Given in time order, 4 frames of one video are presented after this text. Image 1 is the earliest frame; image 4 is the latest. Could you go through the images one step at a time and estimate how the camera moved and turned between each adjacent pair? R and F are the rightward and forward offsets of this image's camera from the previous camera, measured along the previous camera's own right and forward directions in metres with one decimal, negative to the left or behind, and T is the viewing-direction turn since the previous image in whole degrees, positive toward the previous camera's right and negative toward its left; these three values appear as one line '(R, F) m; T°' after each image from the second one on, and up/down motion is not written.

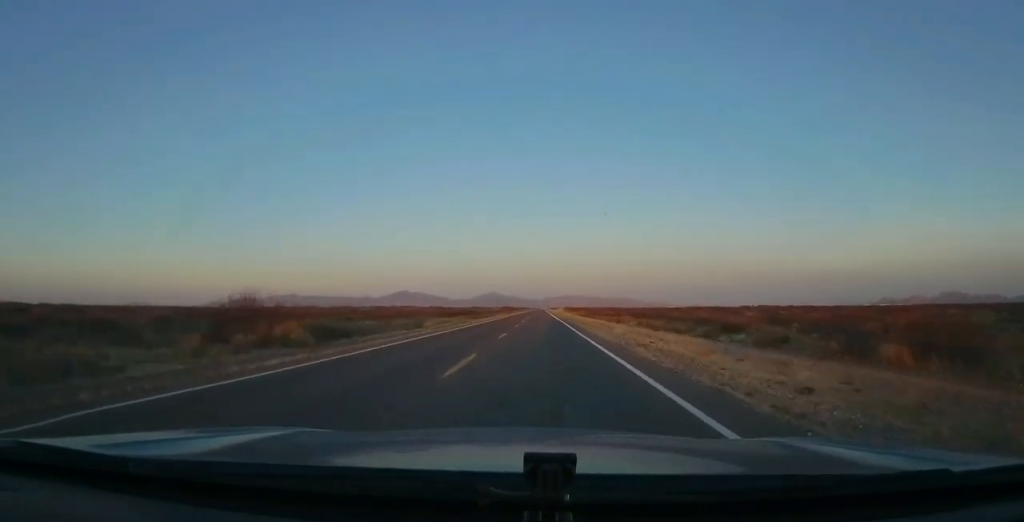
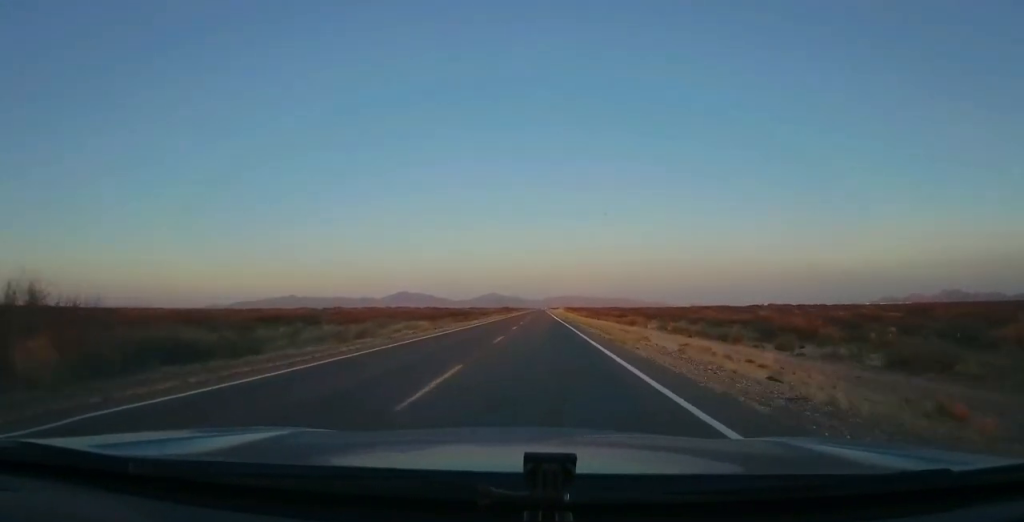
(0.0, +14.7) m; 0°
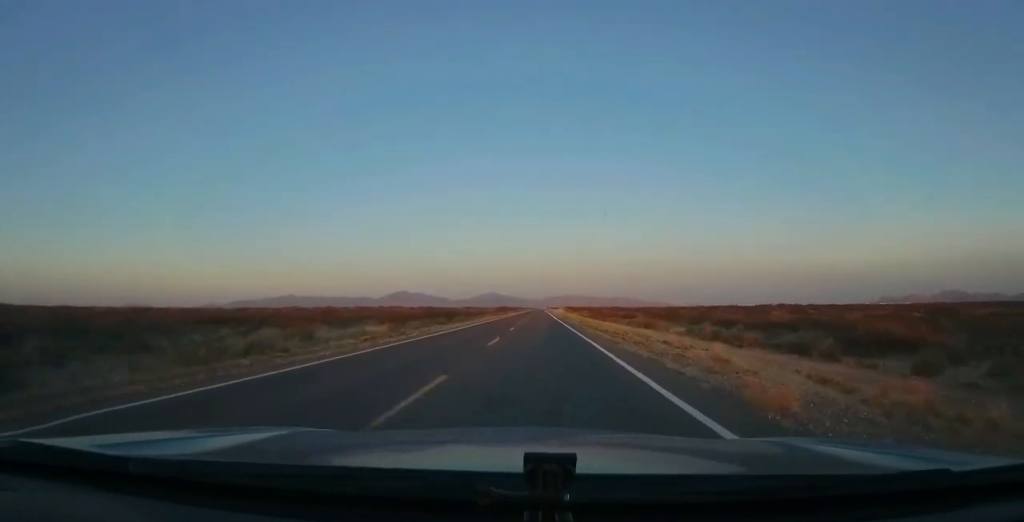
(0.0, +13.7) m; 0°
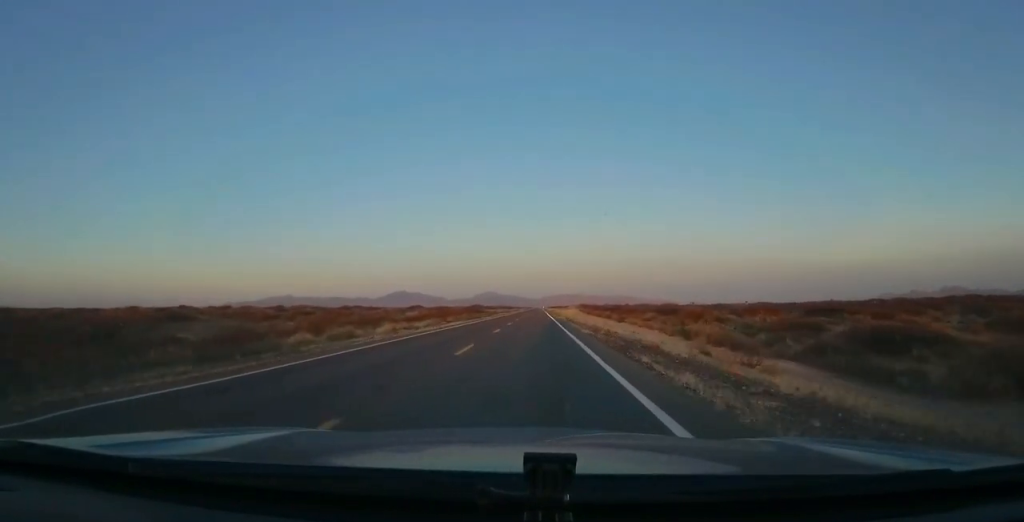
(-0.9, +147.9) m; 0°
